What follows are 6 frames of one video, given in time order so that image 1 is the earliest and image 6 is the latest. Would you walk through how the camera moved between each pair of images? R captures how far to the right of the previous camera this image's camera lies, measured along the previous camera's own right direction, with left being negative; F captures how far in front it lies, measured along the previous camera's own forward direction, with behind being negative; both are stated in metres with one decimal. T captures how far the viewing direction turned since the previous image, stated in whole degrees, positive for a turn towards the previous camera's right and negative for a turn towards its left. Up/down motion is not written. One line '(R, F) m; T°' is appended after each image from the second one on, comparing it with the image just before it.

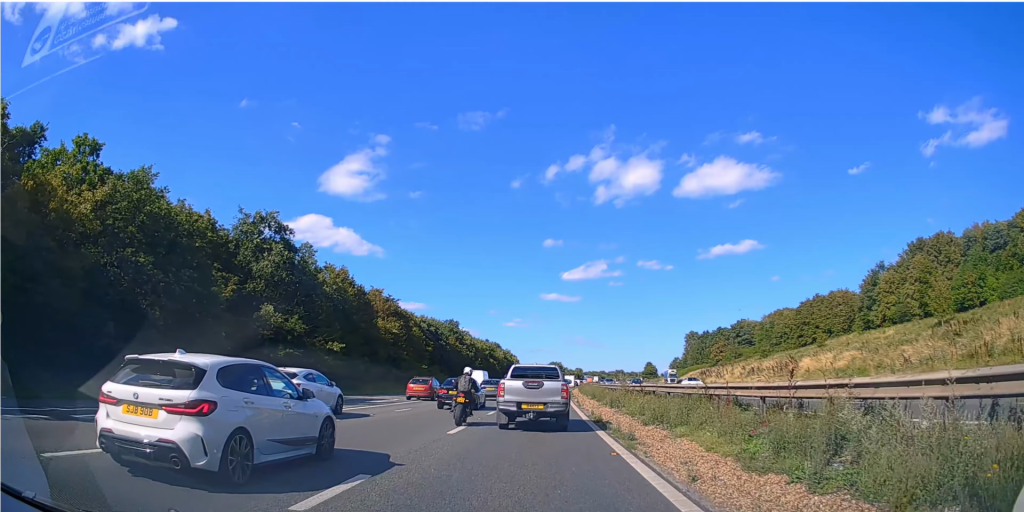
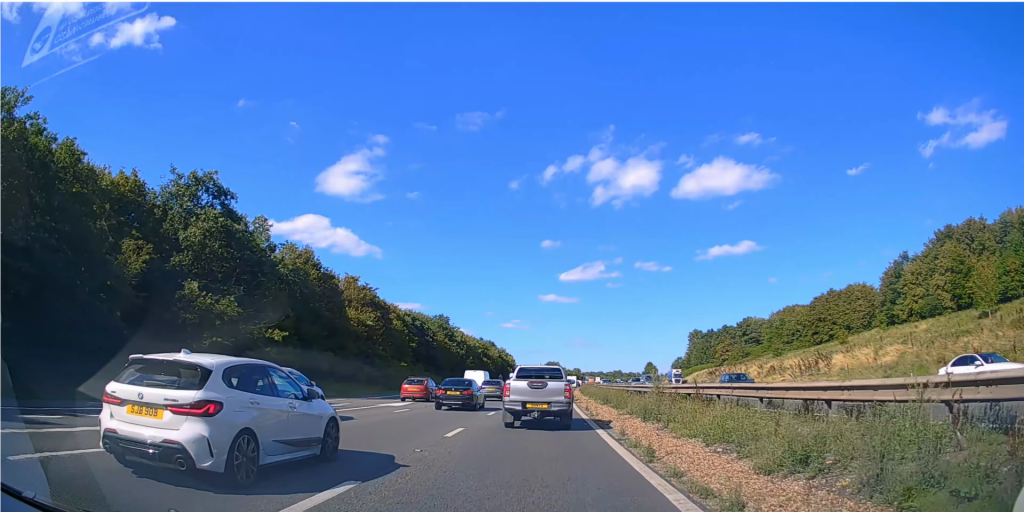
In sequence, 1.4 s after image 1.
(-0.2, +9.4) m; -1°
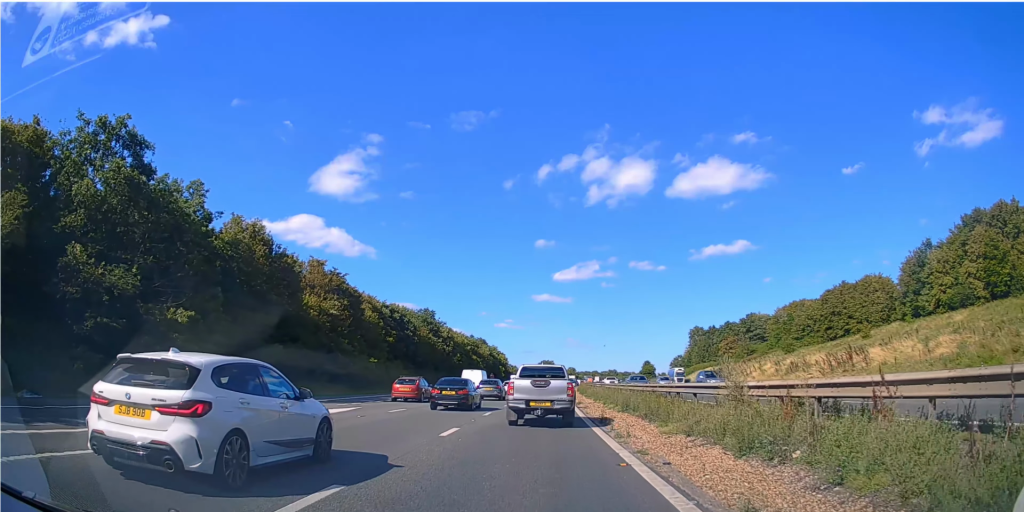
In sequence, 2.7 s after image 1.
(0.0, +9.6) m; 0°
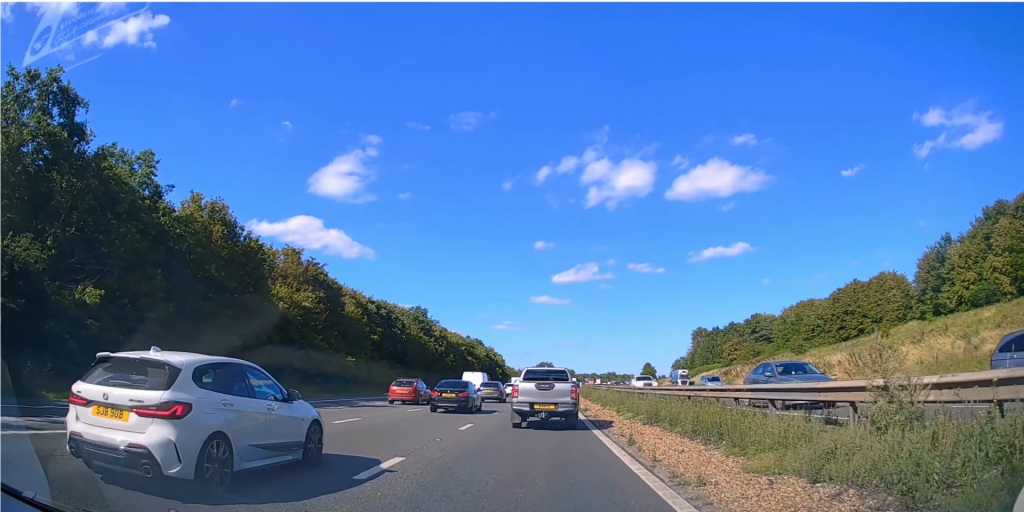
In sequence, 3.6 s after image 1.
(0.0, +6.2) m; +1°
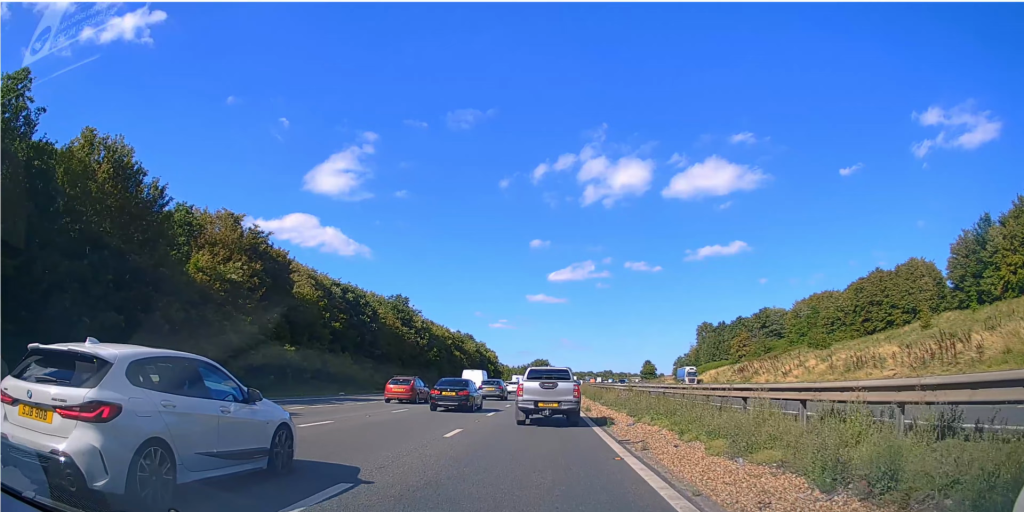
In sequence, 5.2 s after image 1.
(+0.1, +11.3) m; +1°
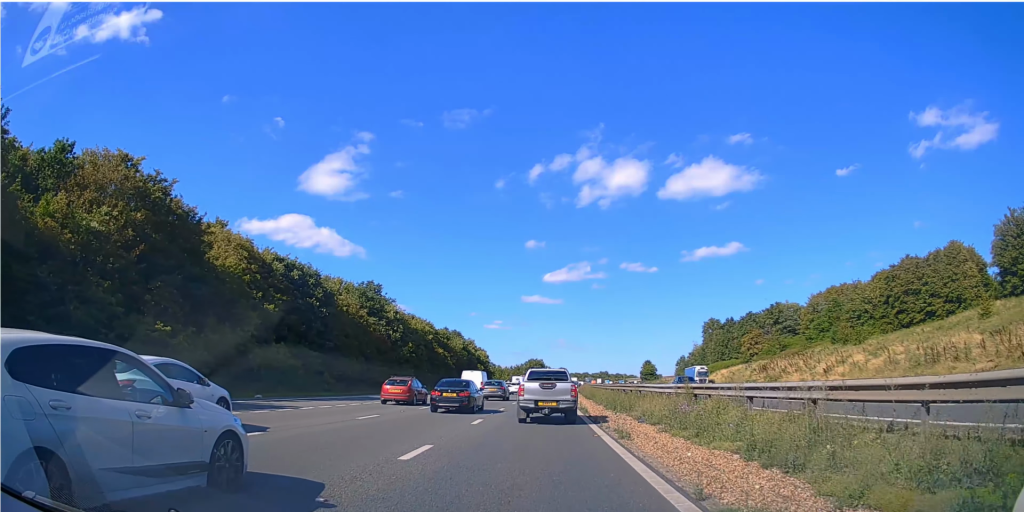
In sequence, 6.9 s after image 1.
(+0.1, +12.9) m; +1°
